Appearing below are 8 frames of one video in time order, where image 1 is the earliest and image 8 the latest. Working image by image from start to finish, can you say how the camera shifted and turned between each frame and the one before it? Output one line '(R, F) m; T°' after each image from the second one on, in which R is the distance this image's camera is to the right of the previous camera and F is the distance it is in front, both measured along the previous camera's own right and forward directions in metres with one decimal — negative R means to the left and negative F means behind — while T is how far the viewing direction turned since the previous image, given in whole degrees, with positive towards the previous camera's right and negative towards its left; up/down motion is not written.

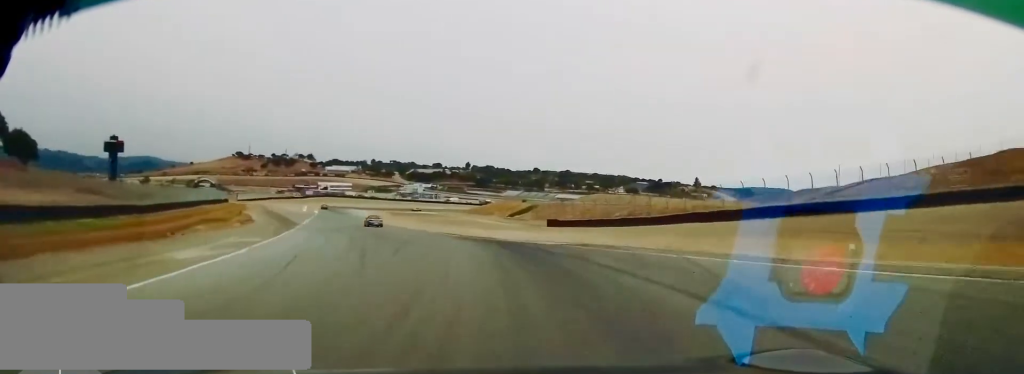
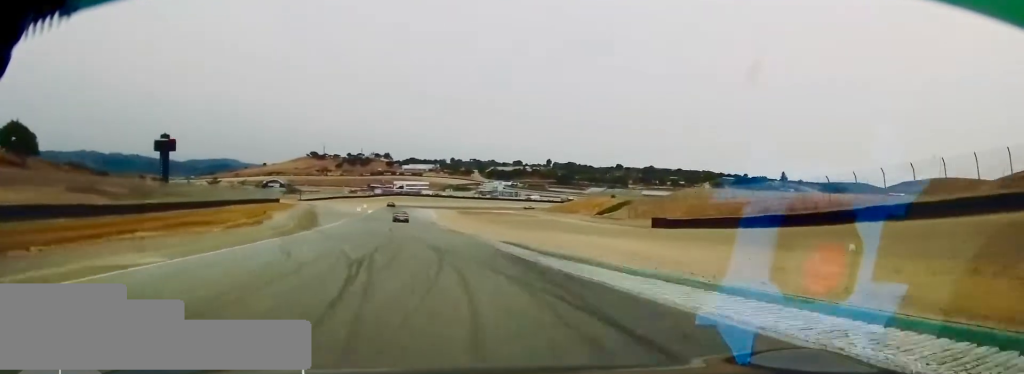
(+1.6, +19.2) m; -8°
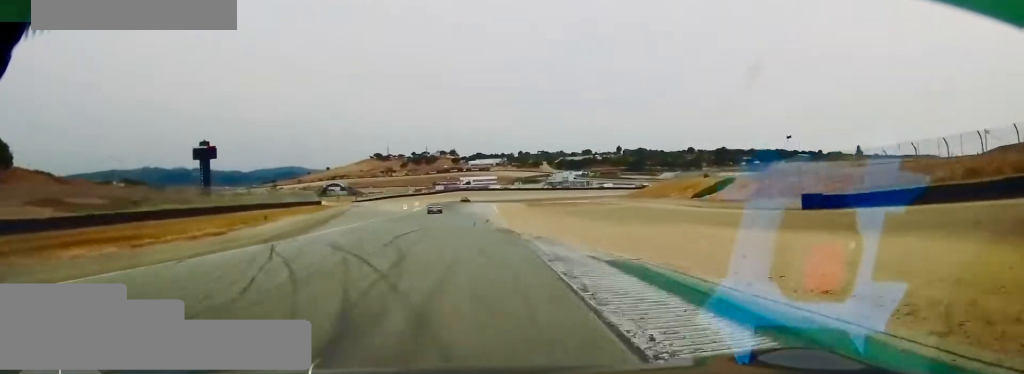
(-4.1, +20.1) m; -10°
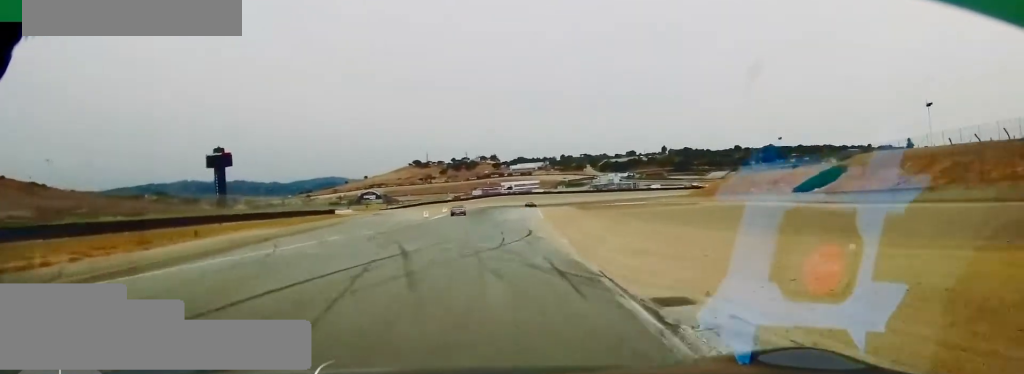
(-1.9, +20.9) m; -7°
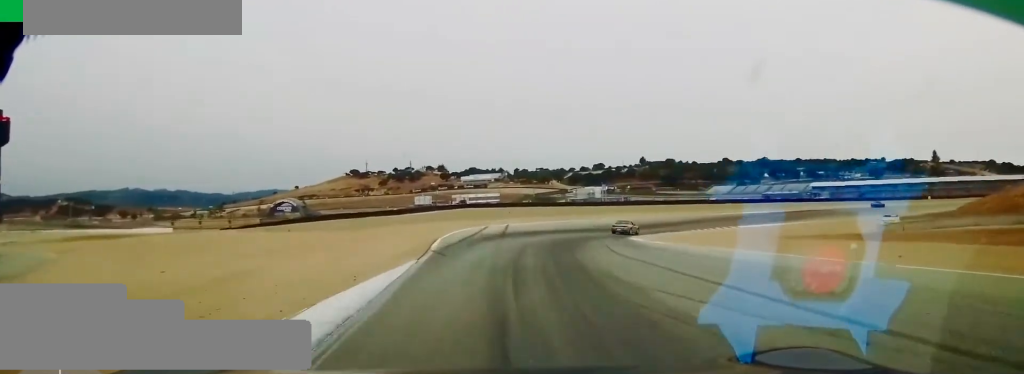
(-3.7, +97.9) m; +7°
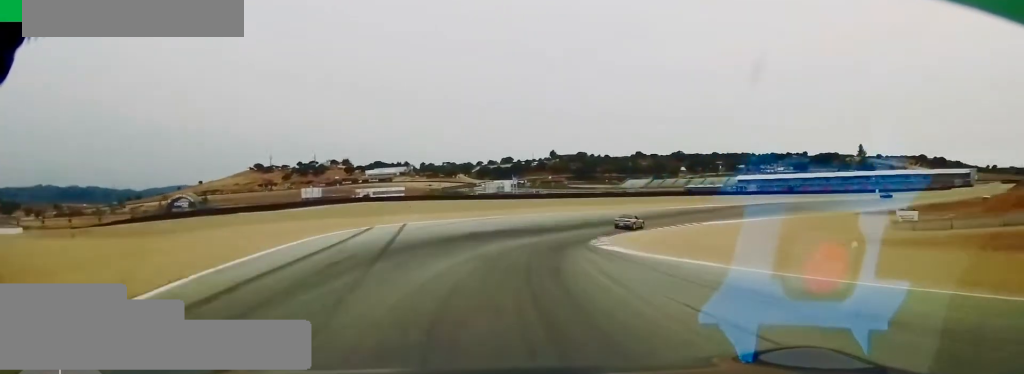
(+1.7, +17.0) m; +9°
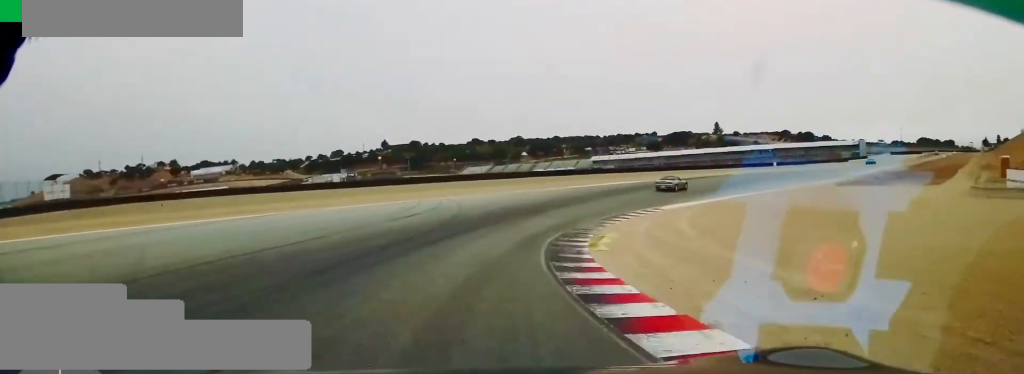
(+4.2, +28.6) m; +22°
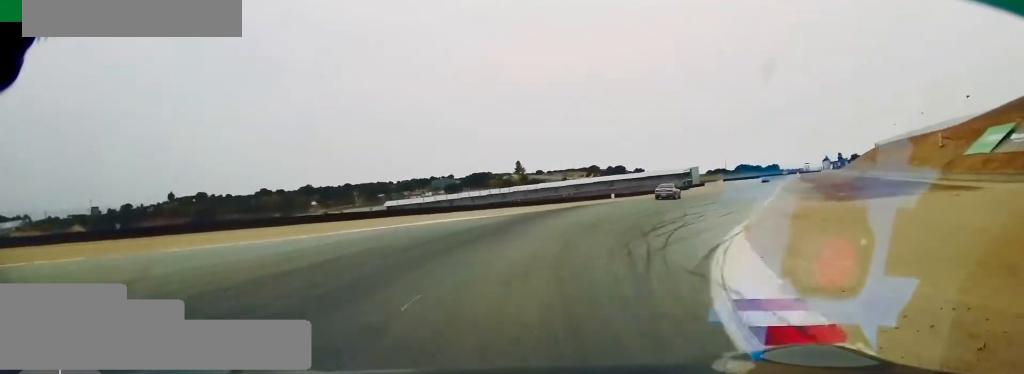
(+6.4, +27.2) m; +25°
